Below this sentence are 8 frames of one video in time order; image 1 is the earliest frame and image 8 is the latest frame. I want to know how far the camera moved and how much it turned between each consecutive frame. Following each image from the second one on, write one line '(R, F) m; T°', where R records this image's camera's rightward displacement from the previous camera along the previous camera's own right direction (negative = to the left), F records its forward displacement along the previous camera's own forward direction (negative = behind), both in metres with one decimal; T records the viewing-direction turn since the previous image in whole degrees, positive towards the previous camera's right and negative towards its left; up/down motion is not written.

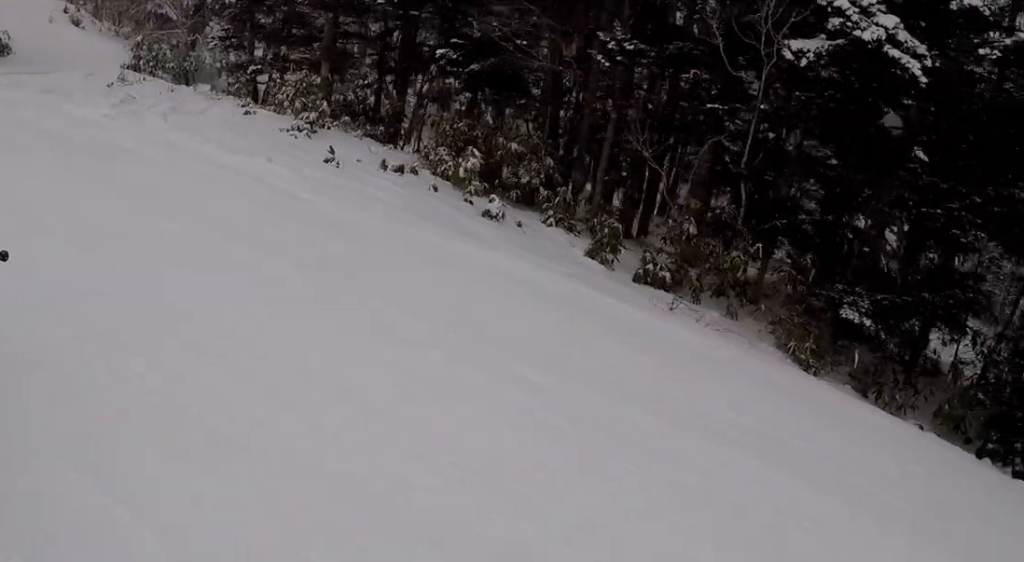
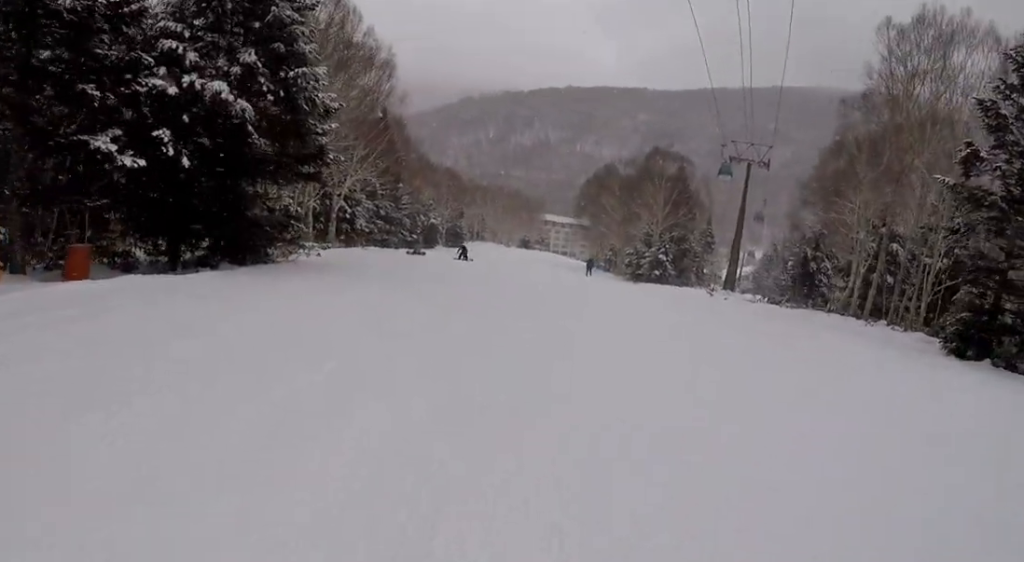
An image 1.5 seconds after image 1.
(+0.5, +11.3) m; +9°
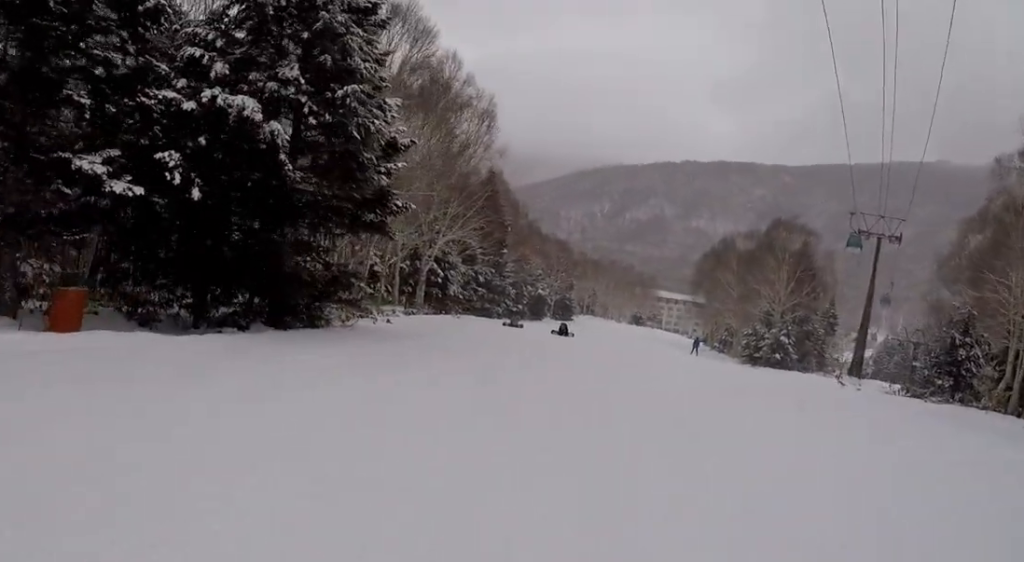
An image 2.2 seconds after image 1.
(+0.2, +4.7) m; +5°
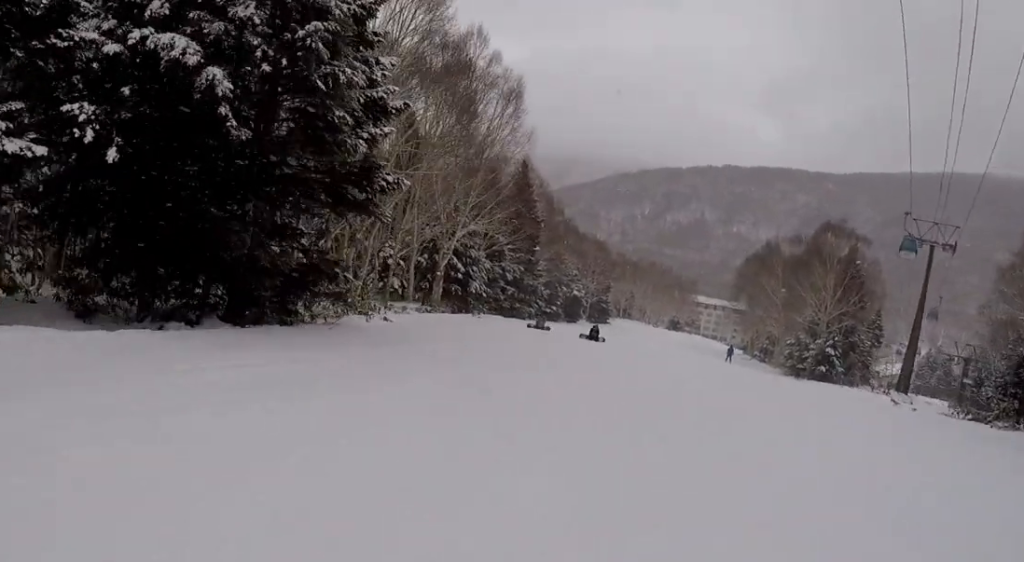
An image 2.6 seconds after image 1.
(+0.2, +3.7) m; 0°
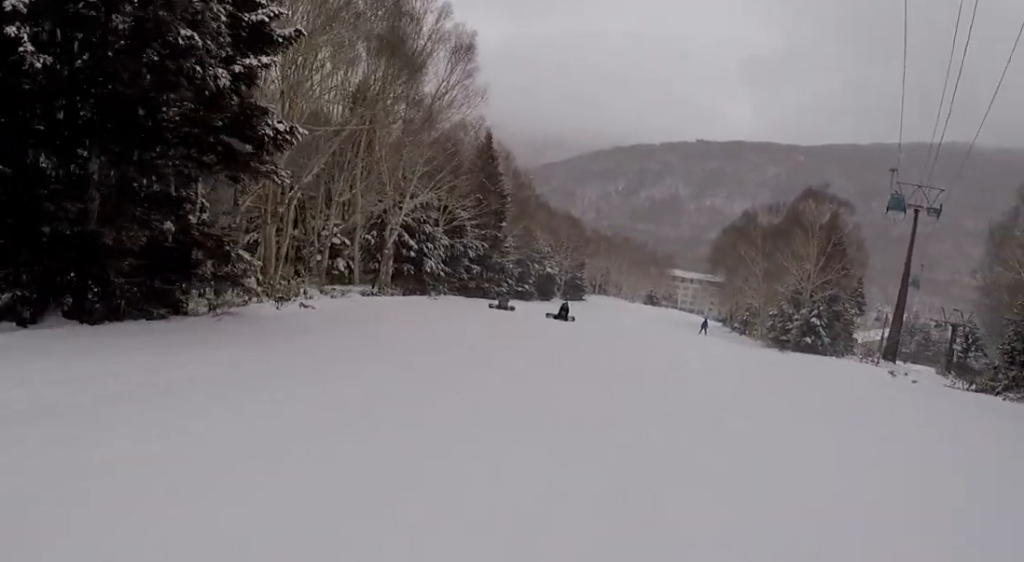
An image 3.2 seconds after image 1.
(+0.1, +4.0) m; -1°
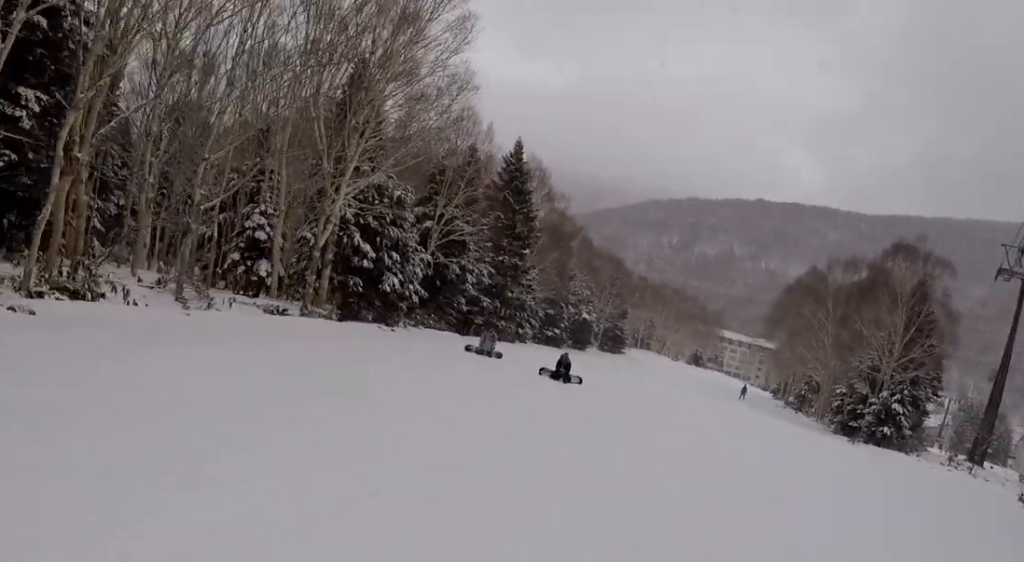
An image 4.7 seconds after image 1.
(-1.3, +10.8) m; -11°
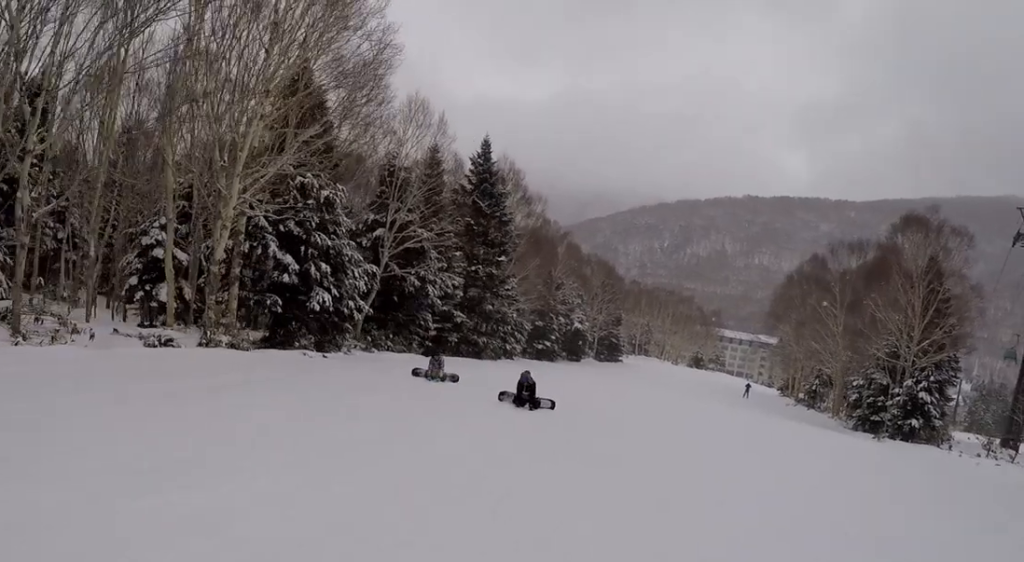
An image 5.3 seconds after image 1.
(-0.2, +5.1) m; -1°
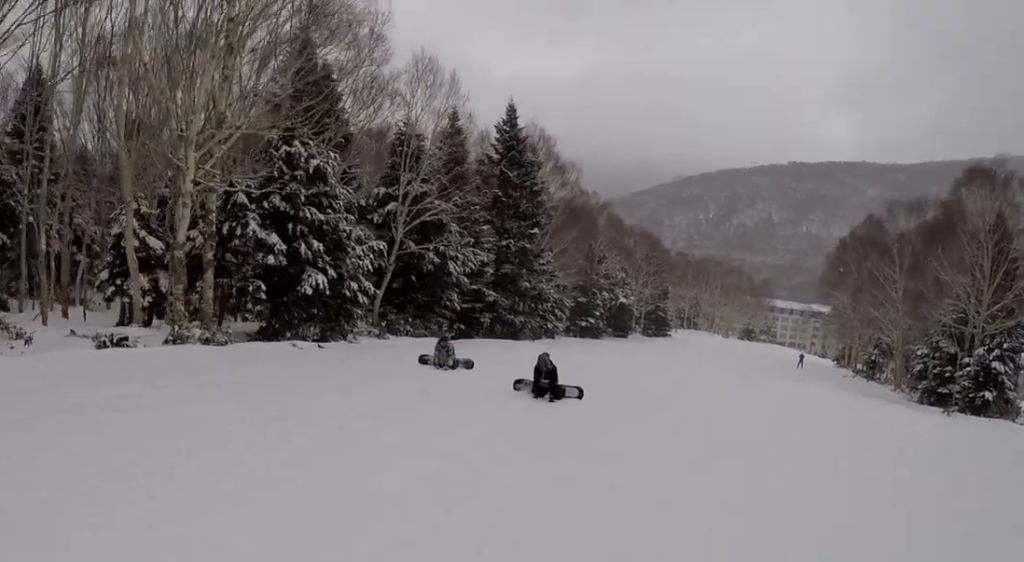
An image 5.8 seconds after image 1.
(-0.1, +3.1) m; +2°
